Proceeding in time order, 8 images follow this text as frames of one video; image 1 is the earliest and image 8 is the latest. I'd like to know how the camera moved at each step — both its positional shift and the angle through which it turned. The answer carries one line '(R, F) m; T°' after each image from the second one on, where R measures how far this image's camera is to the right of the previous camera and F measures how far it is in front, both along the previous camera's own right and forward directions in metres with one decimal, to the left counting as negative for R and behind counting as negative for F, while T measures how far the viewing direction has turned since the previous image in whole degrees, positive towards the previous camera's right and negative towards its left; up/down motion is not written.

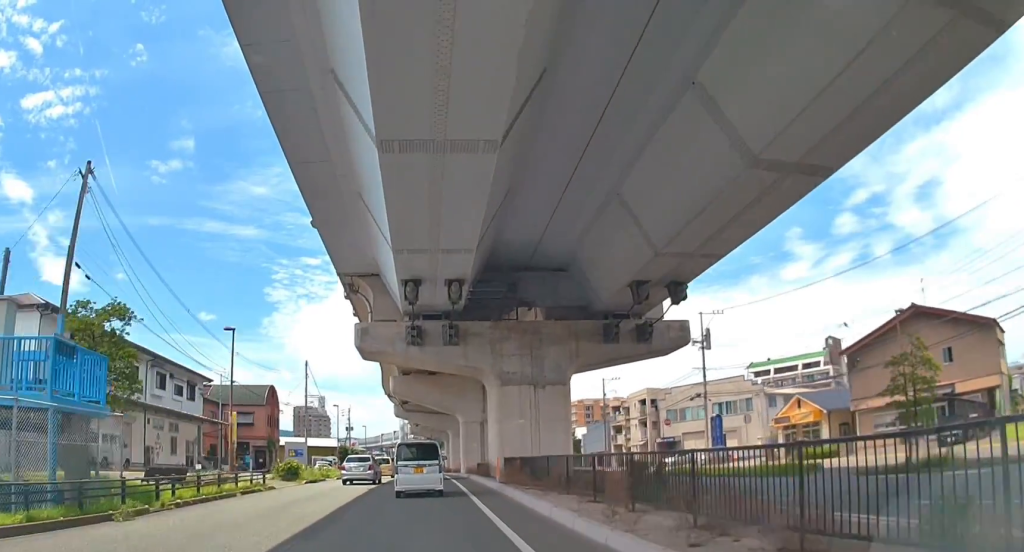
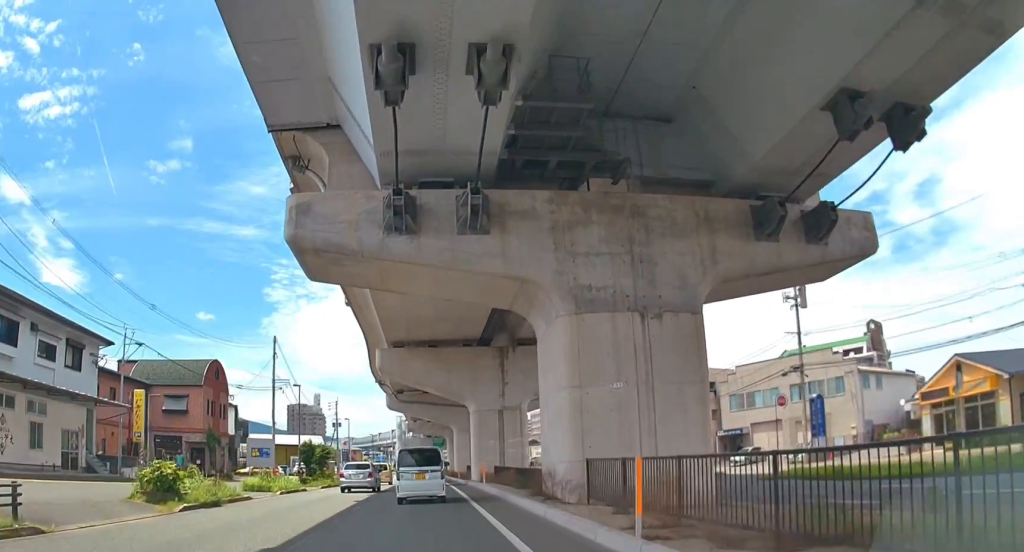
(+0.8, +17.8) m; +3°
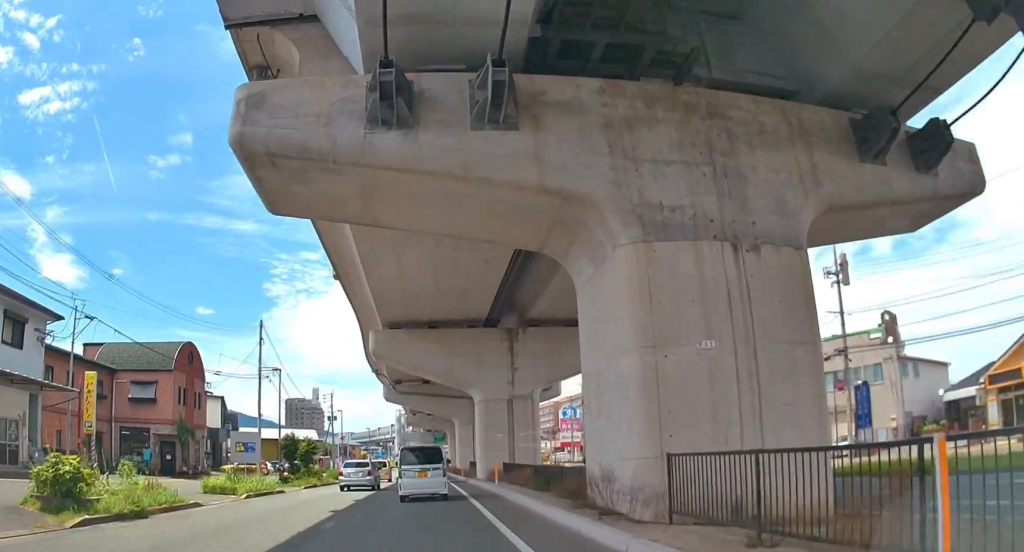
(0.0, +5.5) m; 0°
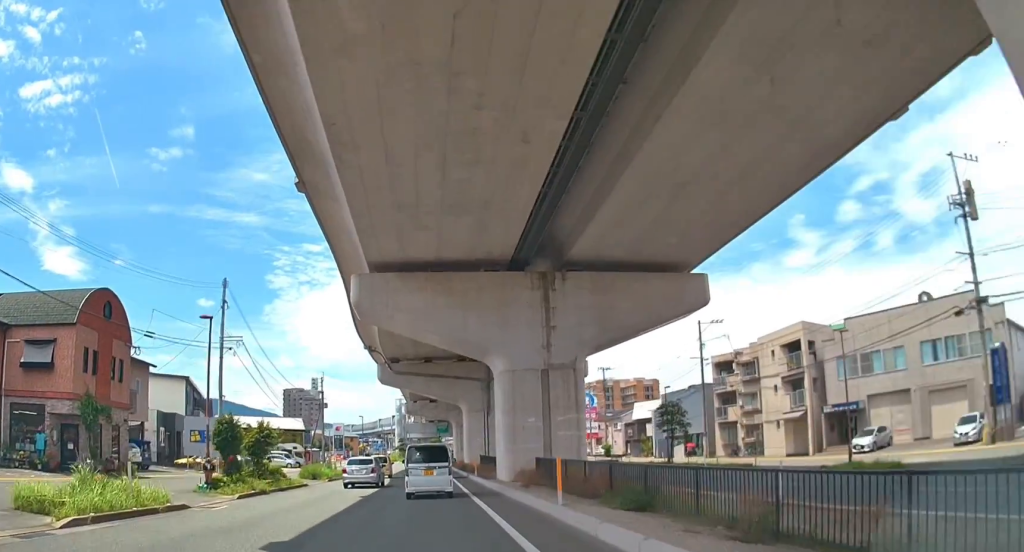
(0.0, +12.5) m; 0°
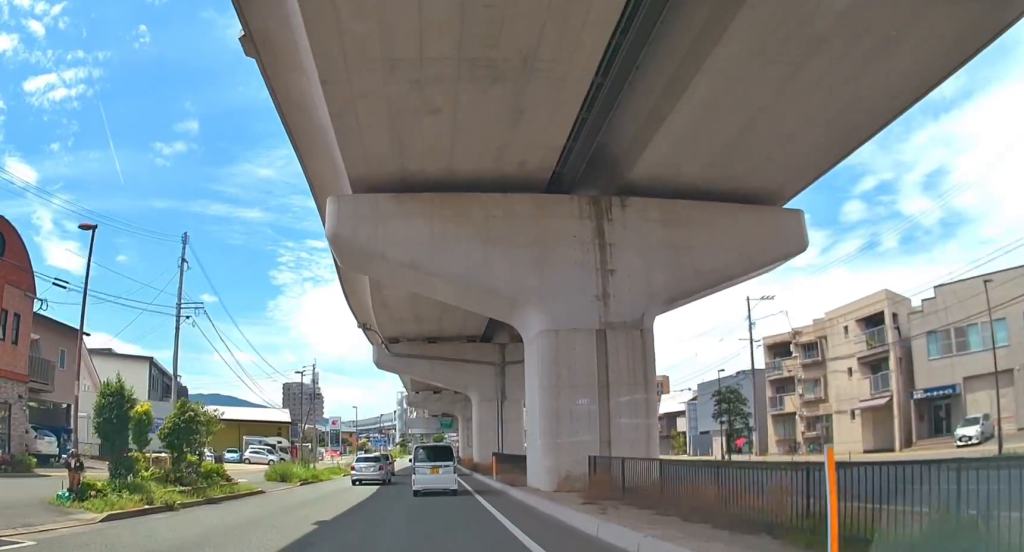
(-0.1, +9.7) m; 0°
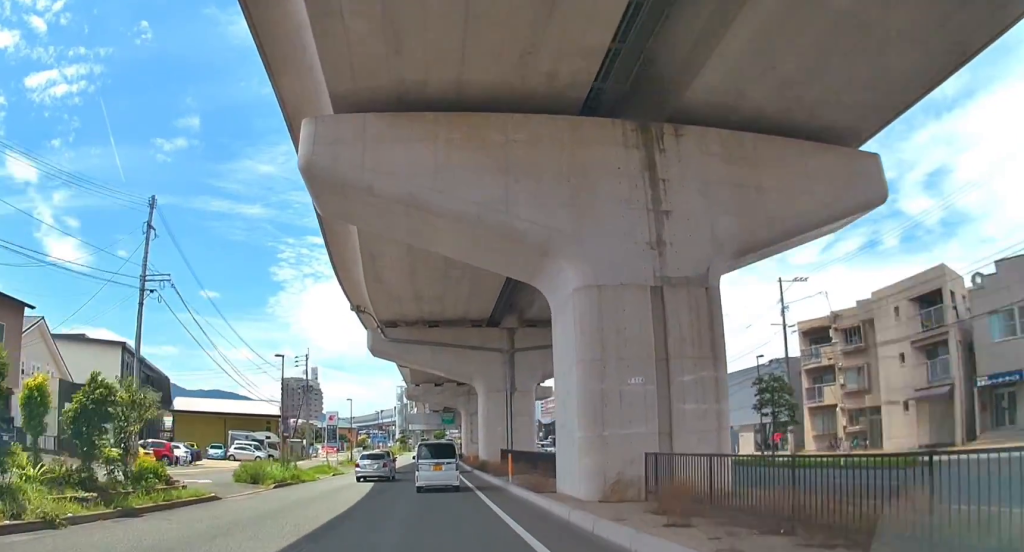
(0.0, +5.6) m; 0°
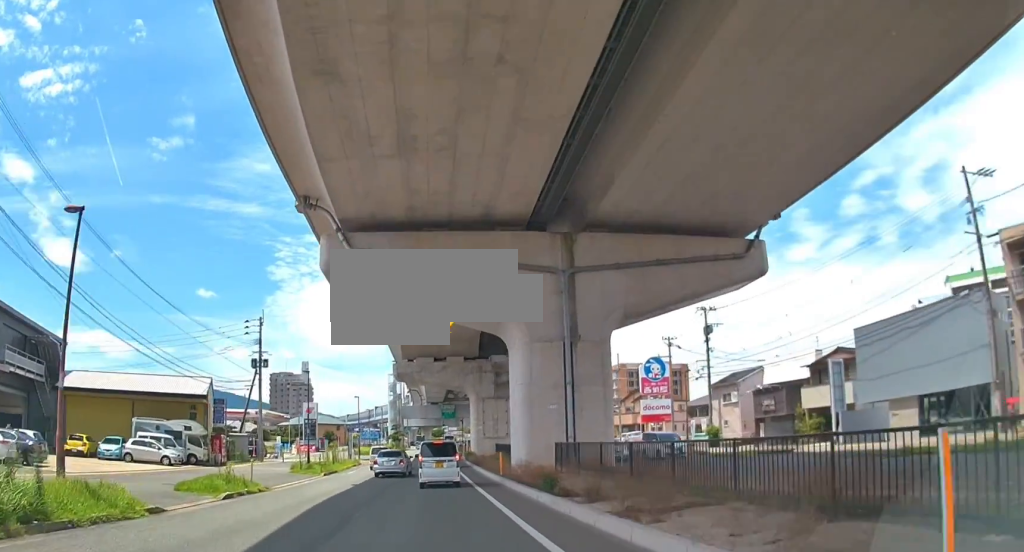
(+0.3, +21.3) m; +1°
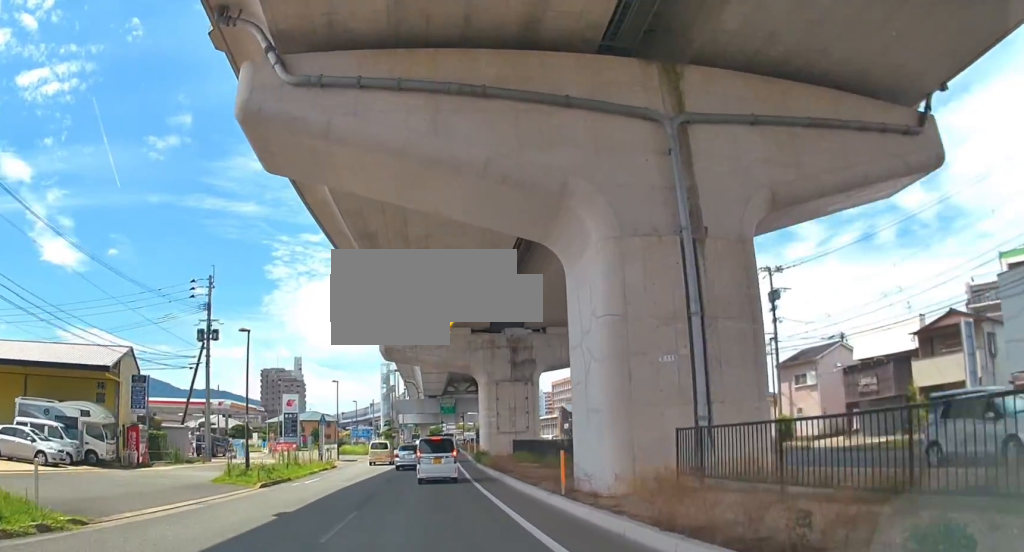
(0.0, +13.9) m; -1°
